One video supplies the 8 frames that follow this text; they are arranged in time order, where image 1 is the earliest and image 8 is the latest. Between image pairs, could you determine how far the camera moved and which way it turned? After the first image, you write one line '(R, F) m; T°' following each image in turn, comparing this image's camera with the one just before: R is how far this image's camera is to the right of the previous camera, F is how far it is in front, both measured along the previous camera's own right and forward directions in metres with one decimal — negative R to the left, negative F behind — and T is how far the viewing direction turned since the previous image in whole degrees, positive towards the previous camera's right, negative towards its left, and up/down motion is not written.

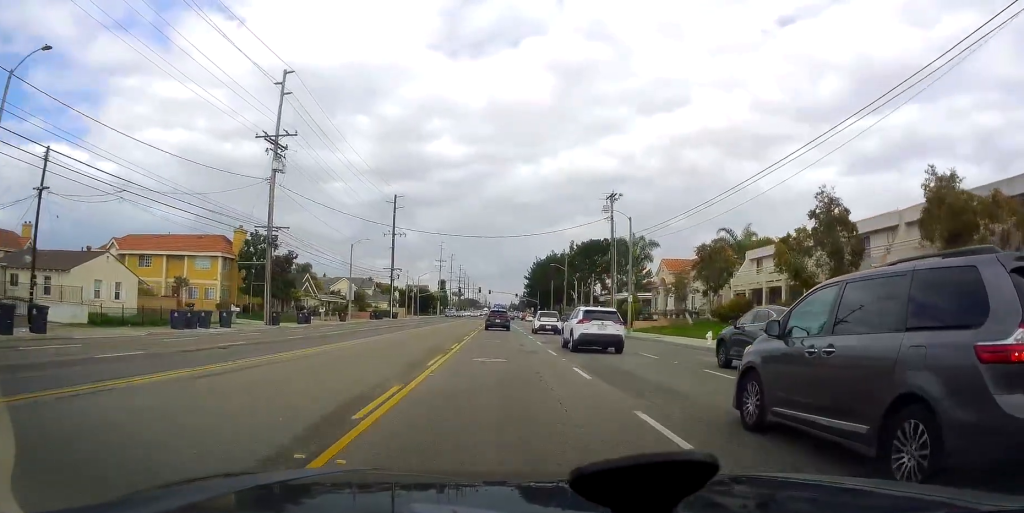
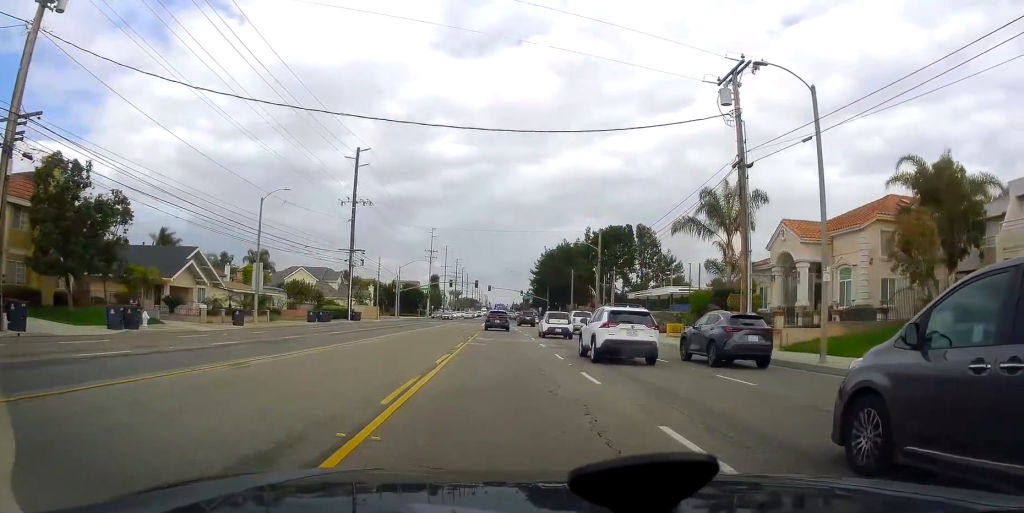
(0.0, +29.3) m; 0°
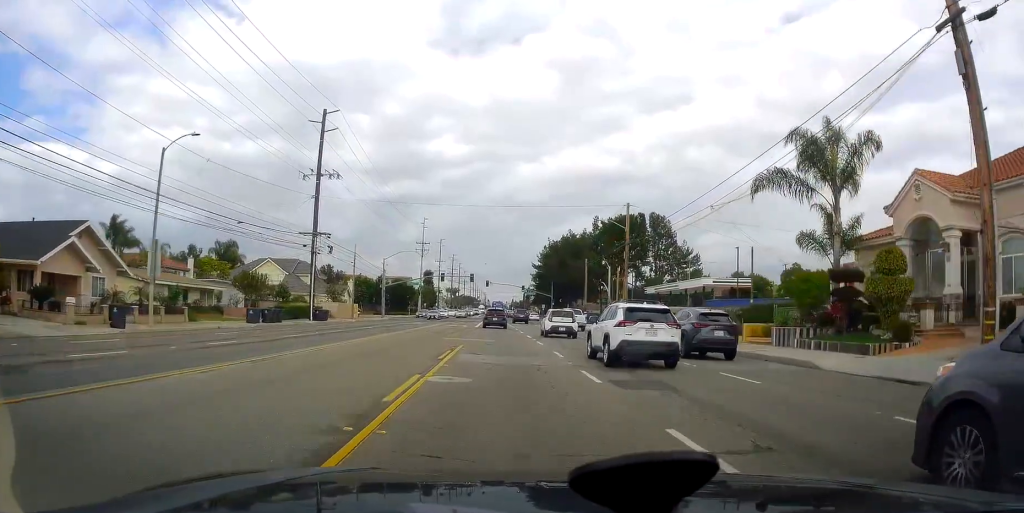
(0.0, +14.1) m; 0°
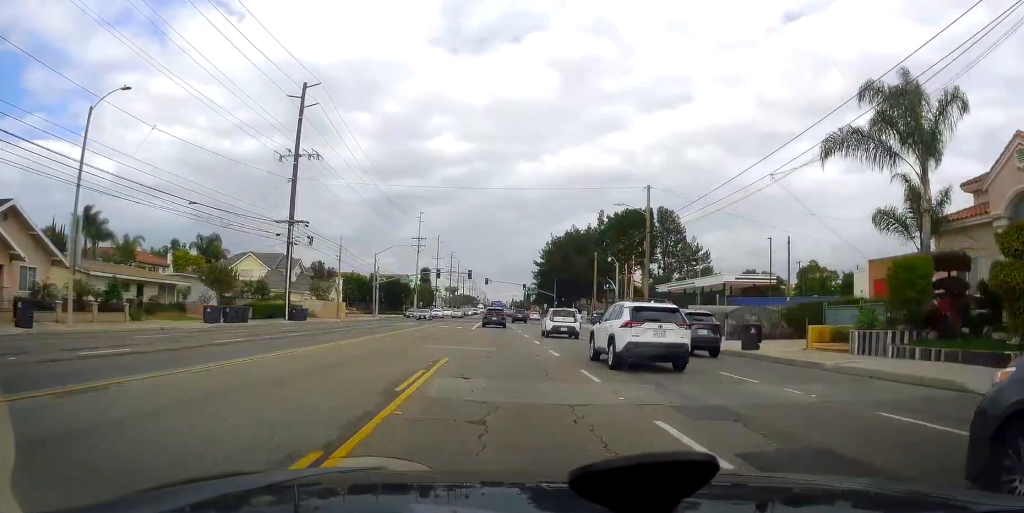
(0.0, +6.3) m; 0°
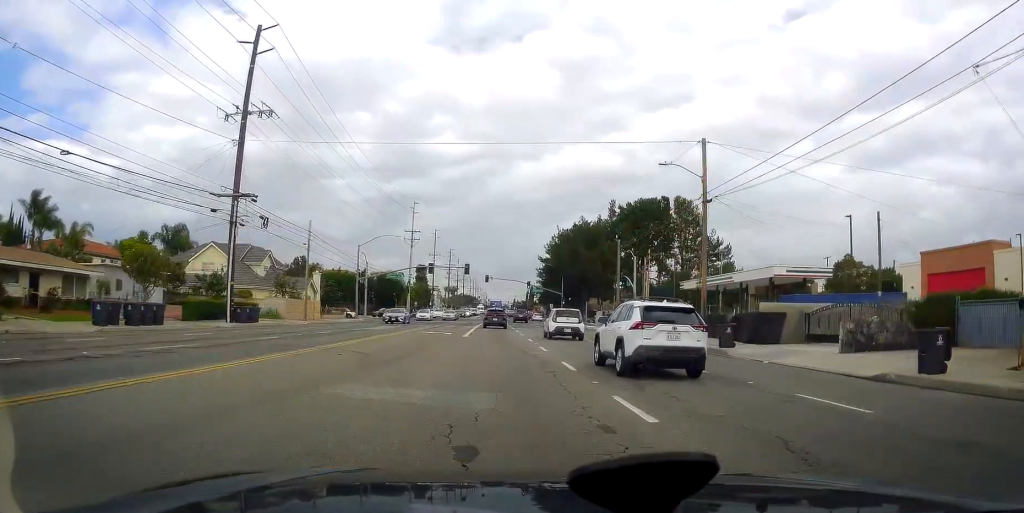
(0.0, +11.6) m; 0°
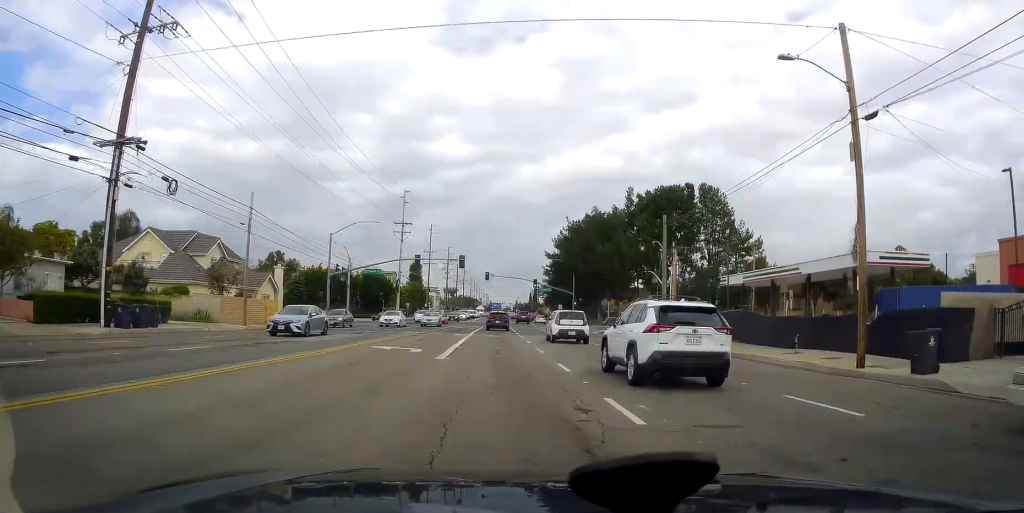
(0.0, +14.2) m; -1°
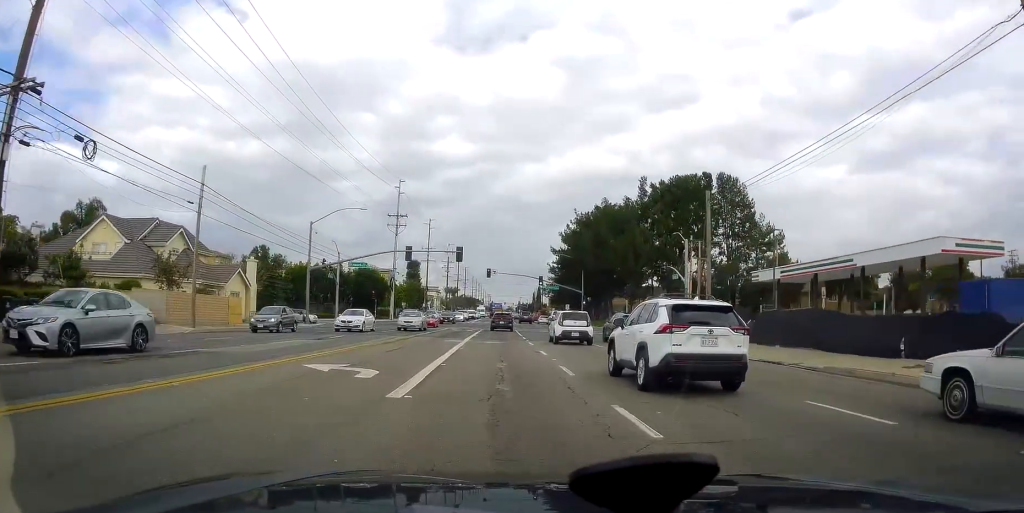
(+0.1, +7.9) m; -1°
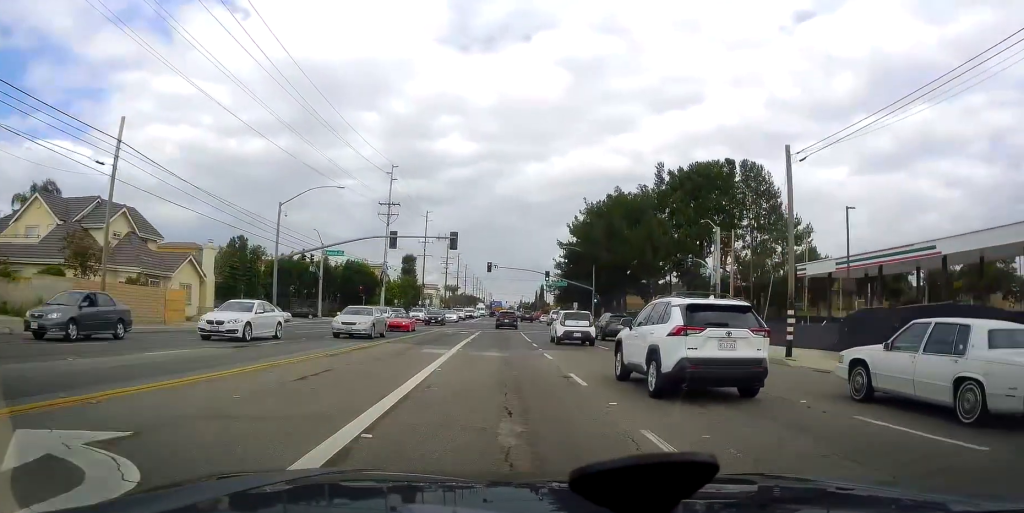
(-0.3, +9.0) m; 0°
